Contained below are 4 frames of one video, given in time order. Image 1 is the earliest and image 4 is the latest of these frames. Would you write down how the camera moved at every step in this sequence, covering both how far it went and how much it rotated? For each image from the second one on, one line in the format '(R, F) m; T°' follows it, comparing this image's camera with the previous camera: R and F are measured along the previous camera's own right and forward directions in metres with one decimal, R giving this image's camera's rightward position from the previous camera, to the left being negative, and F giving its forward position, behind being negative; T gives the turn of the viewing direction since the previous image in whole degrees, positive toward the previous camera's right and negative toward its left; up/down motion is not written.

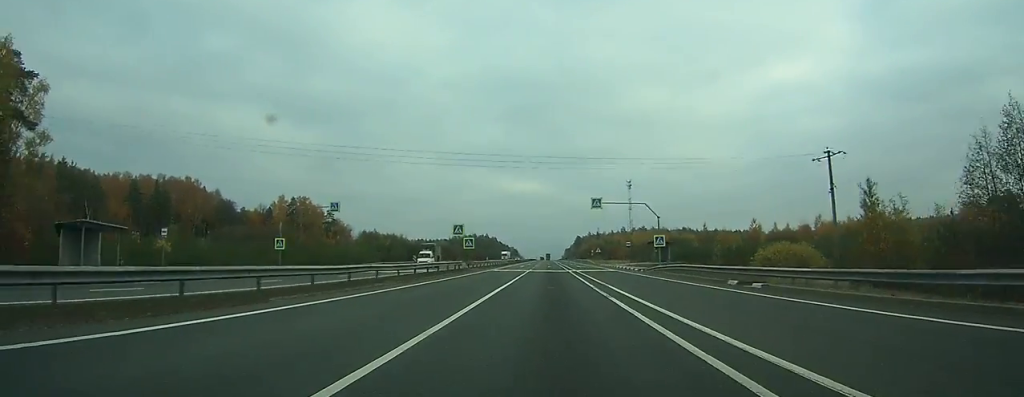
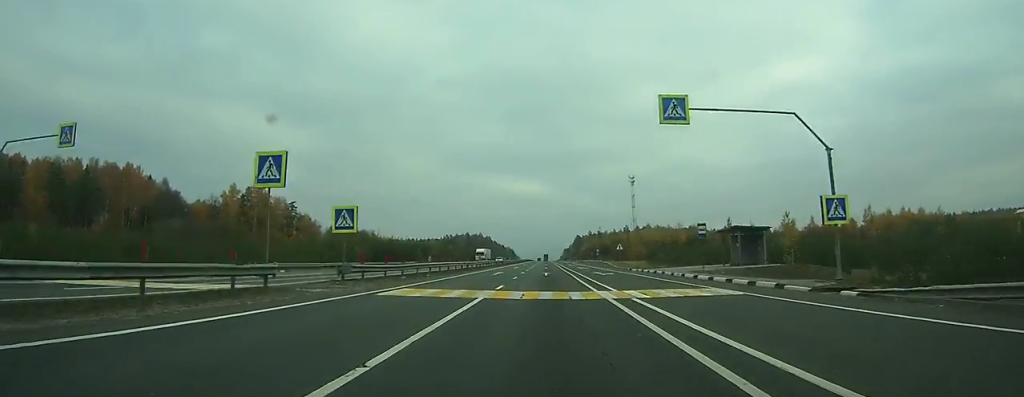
(0.0, +38.8) m; 0°
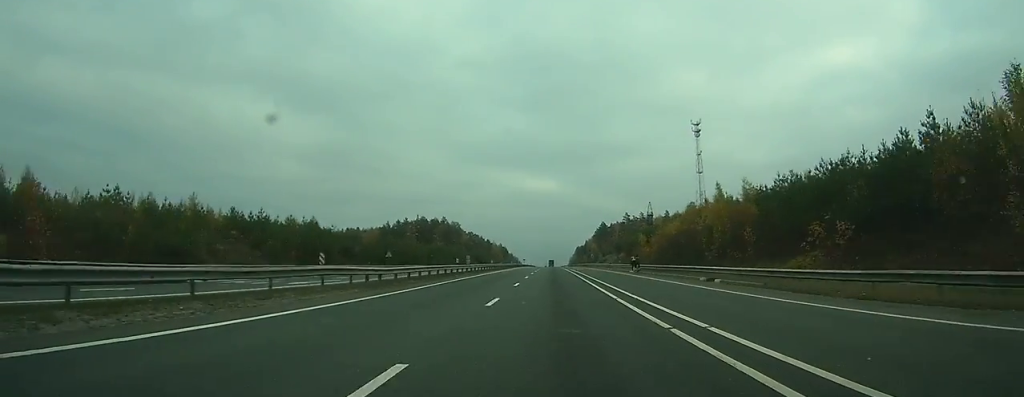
(-0.2, +223.9) m; 0°
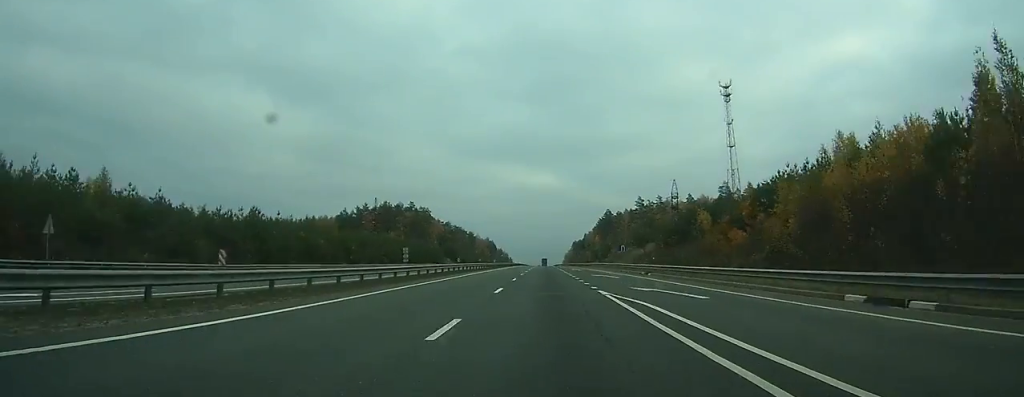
(-0.1, +60.6) m; 0°
